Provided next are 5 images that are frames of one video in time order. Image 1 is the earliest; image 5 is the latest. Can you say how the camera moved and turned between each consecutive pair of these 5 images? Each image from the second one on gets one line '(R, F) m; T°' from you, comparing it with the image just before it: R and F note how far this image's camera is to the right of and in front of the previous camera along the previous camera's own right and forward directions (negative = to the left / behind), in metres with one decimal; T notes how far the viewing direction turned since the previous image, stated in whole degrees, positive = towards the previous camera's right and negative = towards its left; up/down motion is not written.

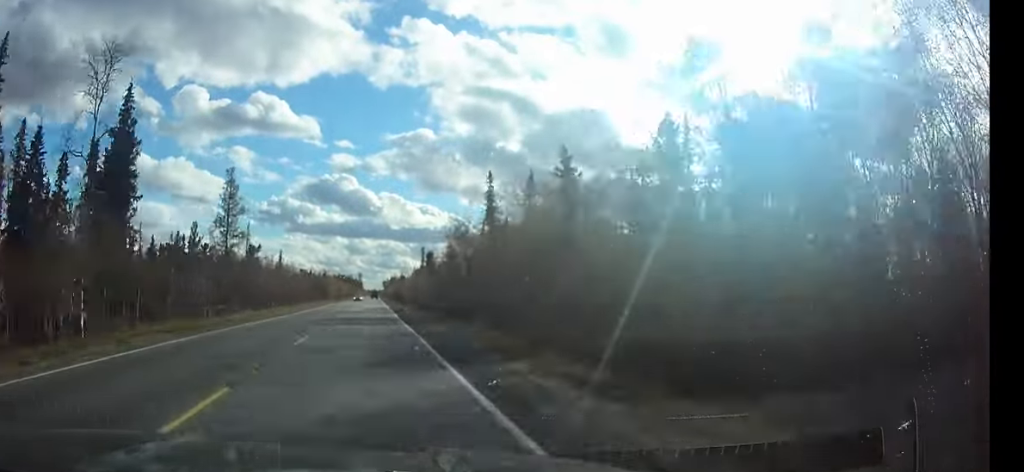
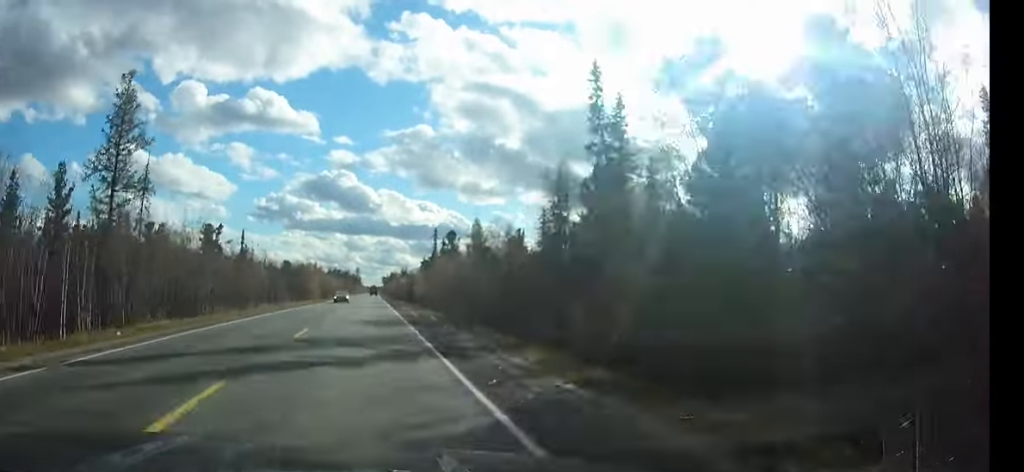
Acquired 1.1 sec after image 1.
(0.0, +33.9) m; 0°
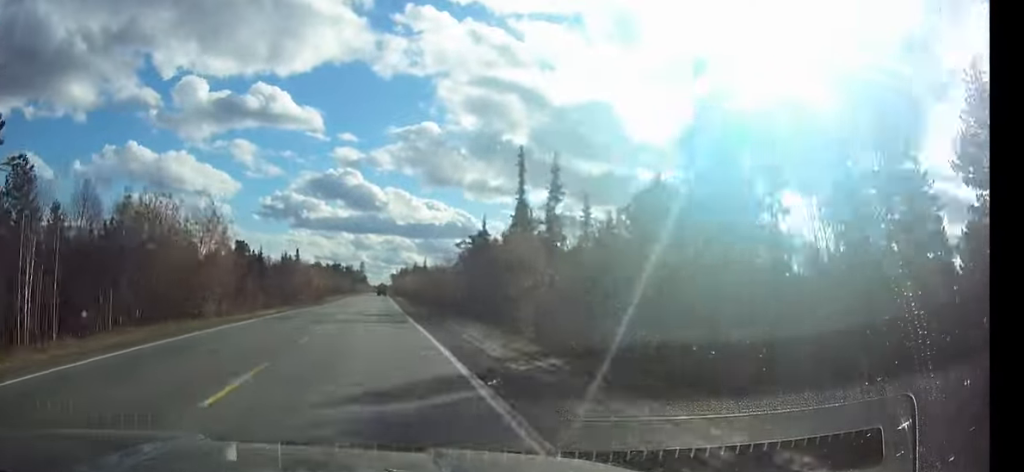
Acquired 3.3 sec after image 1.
(-0.2, +70.5) m; 0°
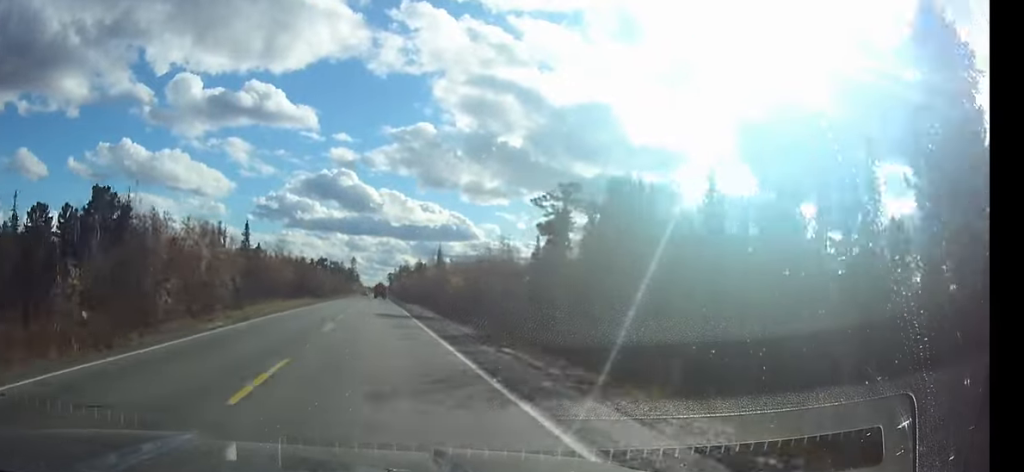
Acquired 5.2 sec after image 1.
(+0.1, +58.5) m; 0°
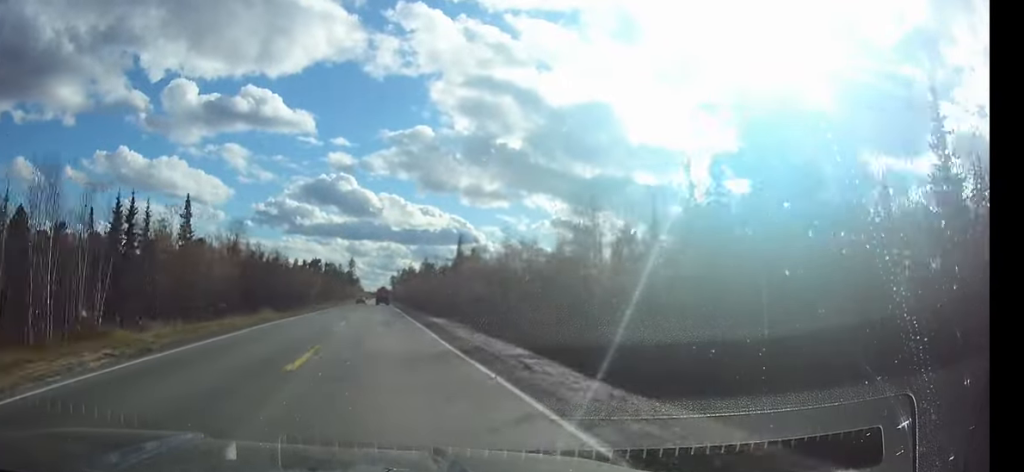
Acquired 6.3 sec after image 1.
(0.0, +34.2) m; 0°
